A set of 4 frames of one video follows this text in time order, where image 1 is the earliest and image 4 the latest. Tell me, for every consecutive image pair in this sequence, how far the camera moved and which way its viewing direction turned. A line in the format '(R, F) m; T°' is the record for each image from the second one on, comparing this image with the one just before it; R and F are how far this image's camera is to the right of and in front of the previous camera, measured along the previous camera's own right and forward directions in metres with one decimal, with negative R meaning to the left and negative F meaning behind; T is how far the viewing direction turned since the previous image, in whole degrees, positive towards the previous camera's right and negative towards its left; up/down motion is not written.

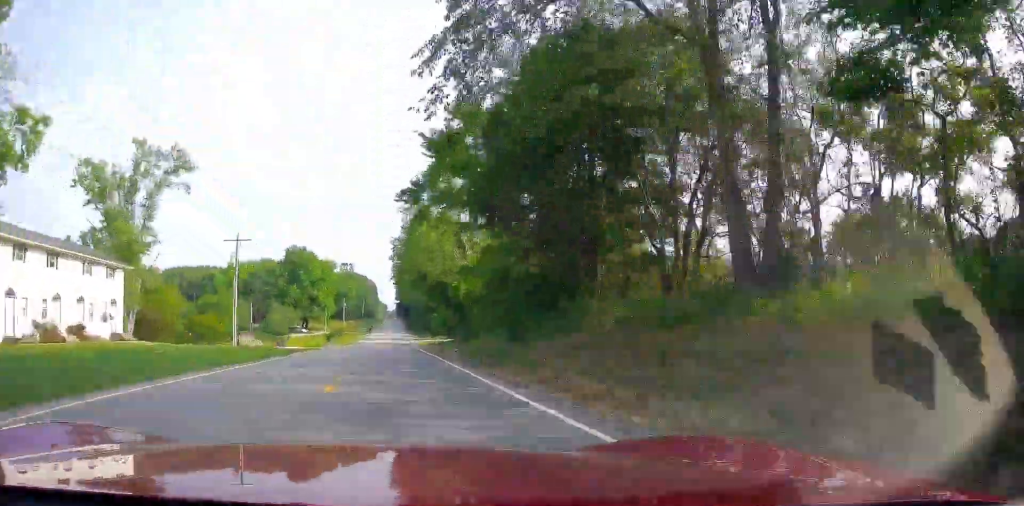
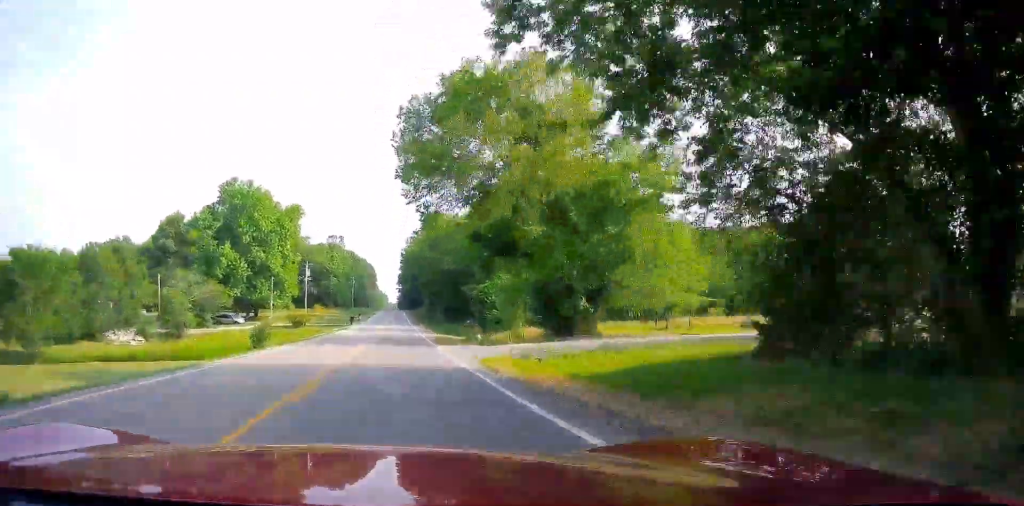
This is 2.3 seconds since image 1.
(0.0, +62.8) m; +1°
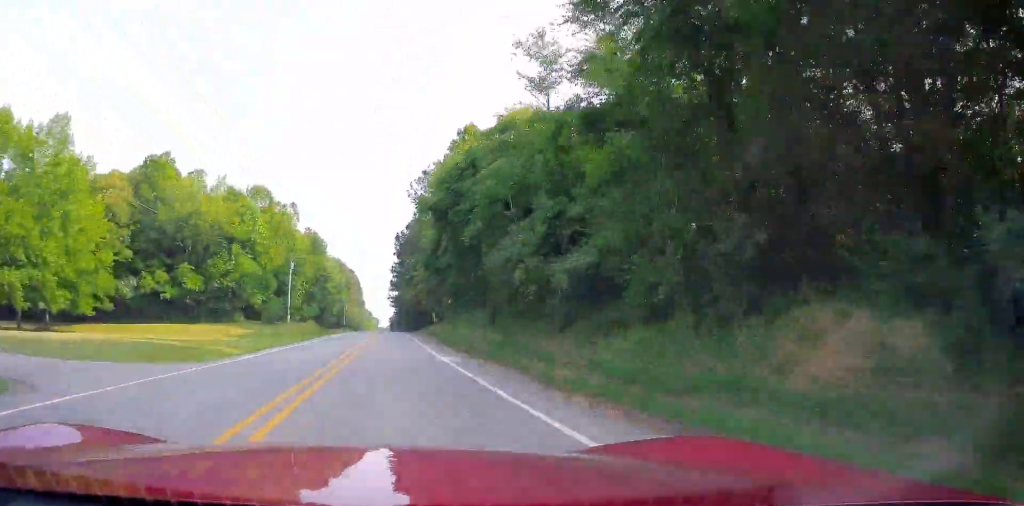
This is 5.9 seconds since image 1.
(+0.7, +94.7) m; 0°
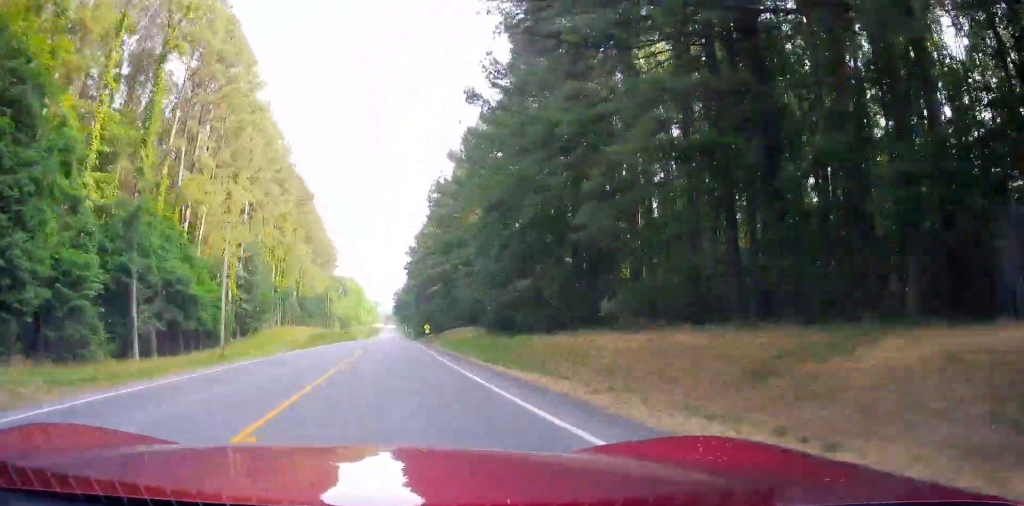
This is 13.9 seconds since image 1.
(0.0, +211.6) m; +1°
